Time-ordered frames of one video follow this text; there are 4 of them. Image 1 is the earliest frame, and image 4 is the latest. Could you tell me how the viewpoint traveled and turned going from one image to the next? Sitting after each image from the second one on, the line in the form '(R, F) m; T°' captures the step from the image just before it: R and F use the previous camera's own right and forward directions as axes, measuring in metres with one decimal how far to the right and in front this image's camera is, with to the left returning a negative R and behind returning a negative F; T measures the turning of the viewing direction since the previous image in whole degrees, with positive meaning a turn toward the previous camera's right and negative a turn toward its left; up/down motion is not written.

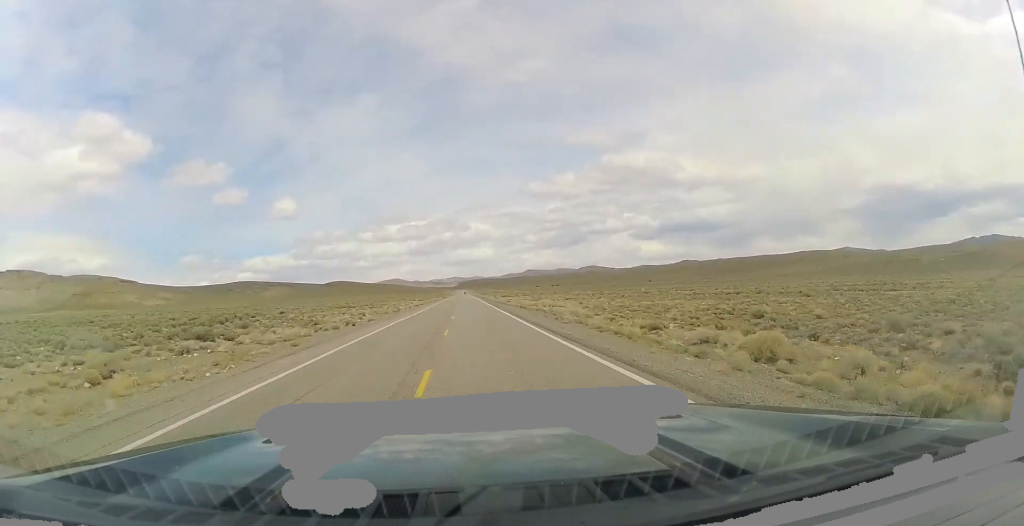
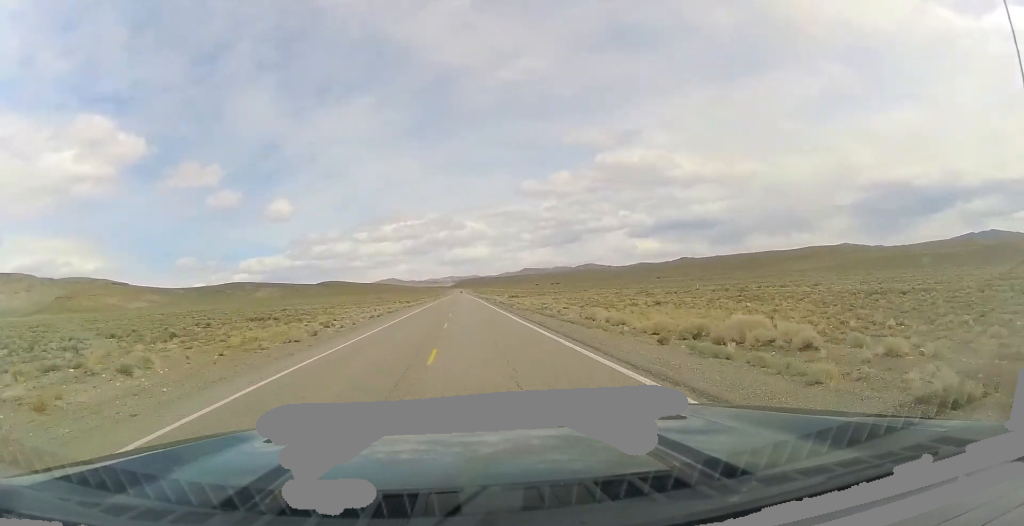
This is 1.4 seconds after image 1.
(-0.1, +45.3) m; 0°
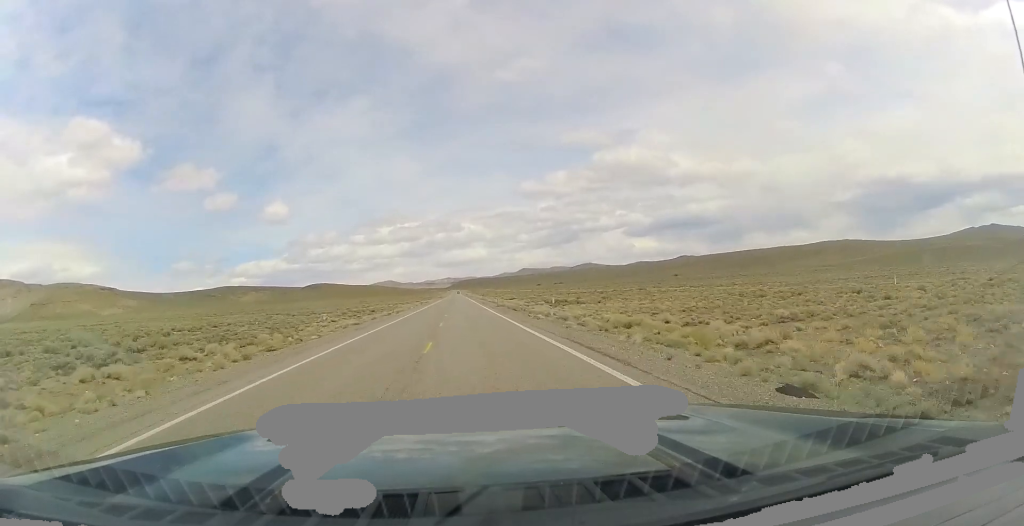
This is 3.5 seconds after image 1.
(+1.4, +71.4) m; +2°
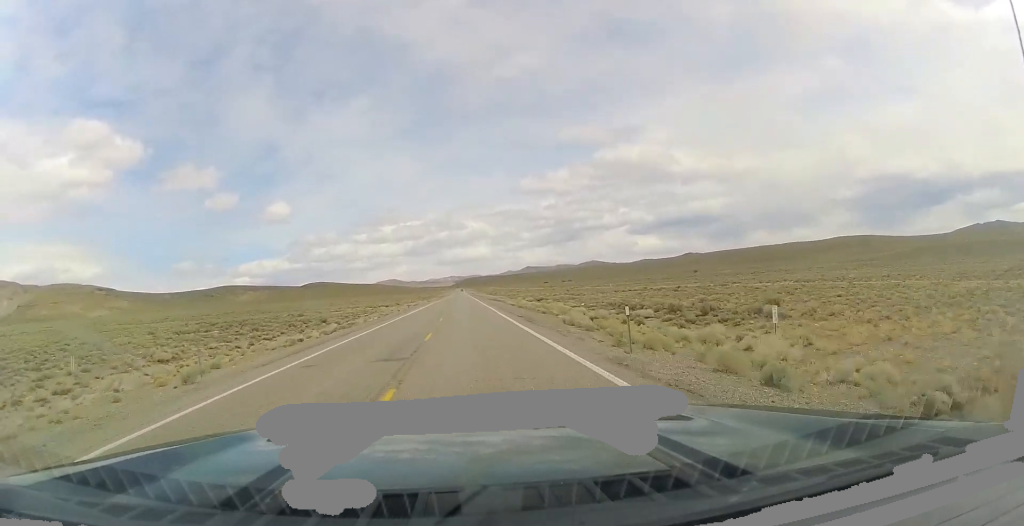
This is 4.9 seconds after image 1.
(+0.2, +45.9) m; 0°
